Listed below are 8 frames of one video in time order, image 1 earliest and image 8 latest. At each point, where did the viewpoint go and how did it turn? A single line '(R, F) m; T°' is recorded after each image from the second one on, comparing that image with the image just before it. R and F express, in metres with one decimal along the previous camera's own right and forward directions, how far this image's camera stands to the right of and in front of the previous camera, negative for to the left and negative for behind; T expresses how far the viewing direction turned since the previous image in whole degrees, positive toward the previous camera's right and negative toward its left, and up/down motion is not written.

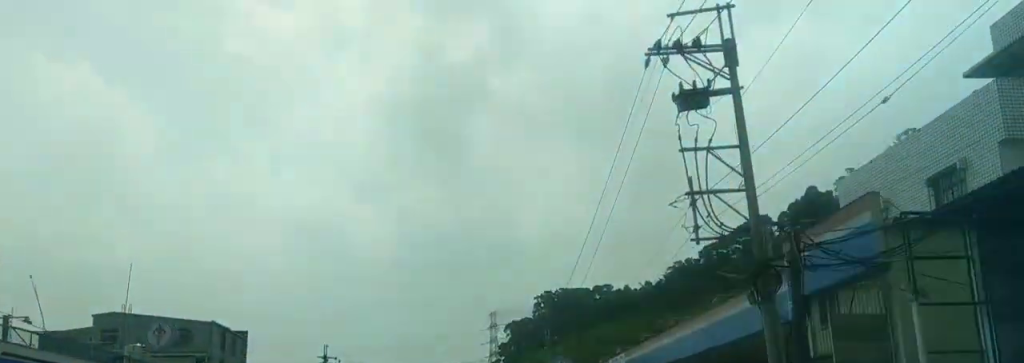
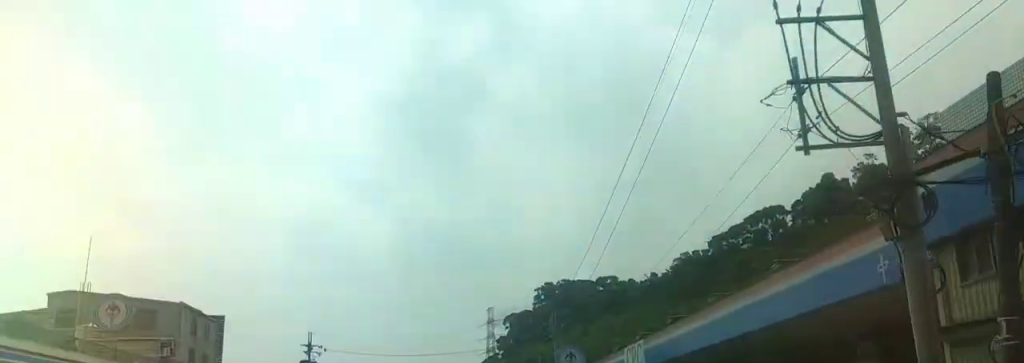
(-0.1, +7.6) m; +1°
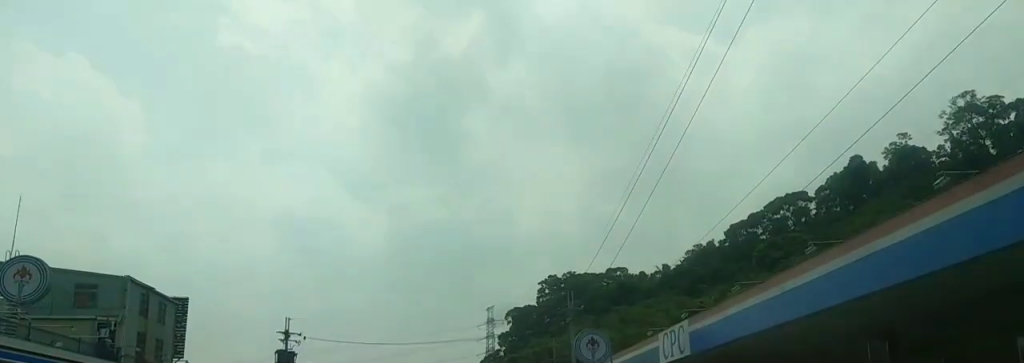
(+0.4, +11.2) m; -2°
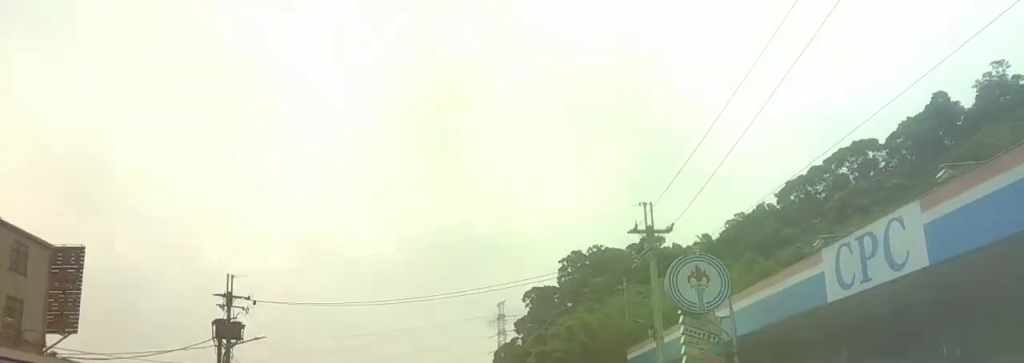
(-0.4, +21.4) m; +3°
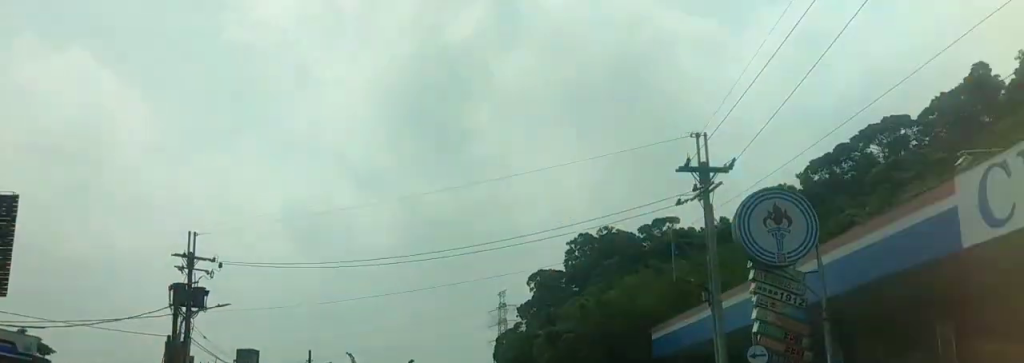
(+0.8, +7.2) m; +2°
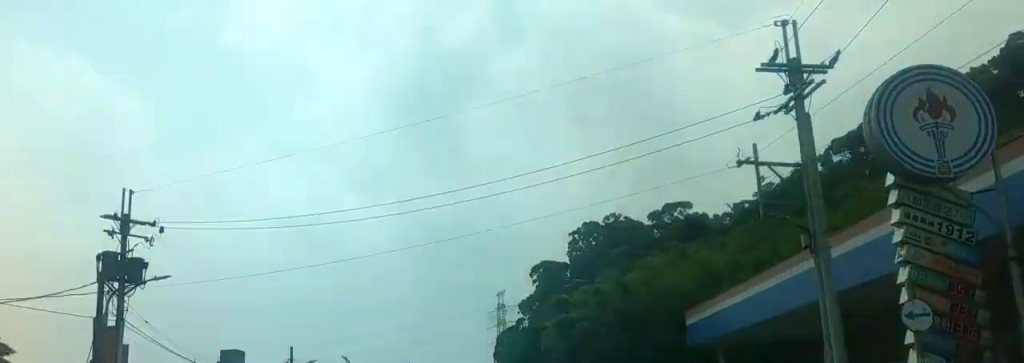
(-0.7, +7.2) m; -5°
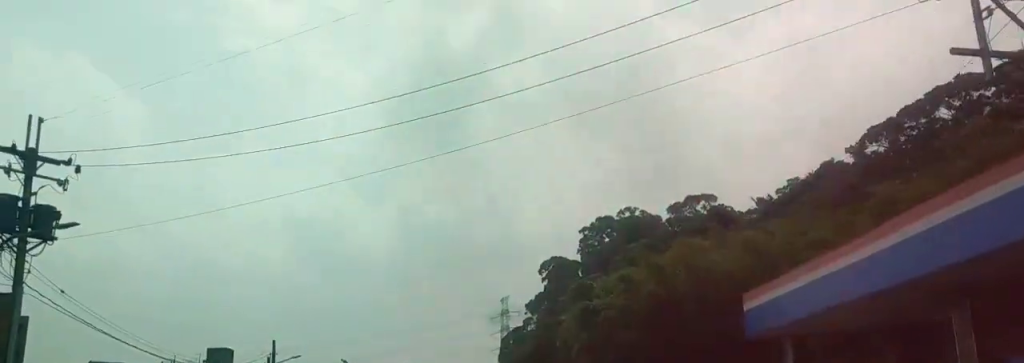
(-0.3, +7.4) m; -2°
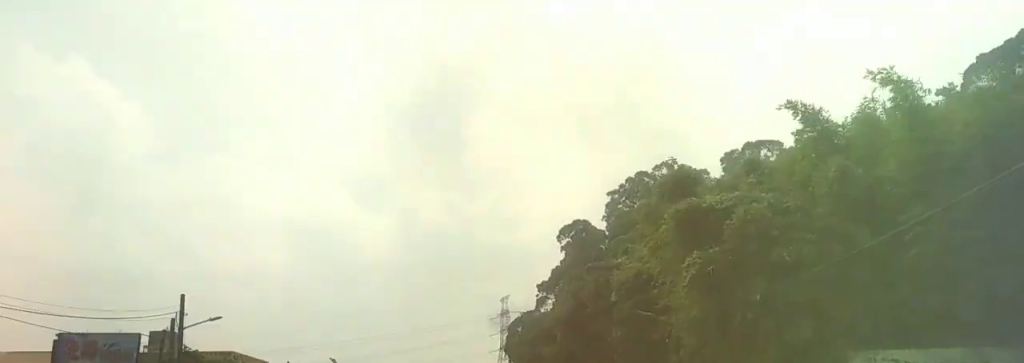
(-0.2, +18.7) m; 0°
